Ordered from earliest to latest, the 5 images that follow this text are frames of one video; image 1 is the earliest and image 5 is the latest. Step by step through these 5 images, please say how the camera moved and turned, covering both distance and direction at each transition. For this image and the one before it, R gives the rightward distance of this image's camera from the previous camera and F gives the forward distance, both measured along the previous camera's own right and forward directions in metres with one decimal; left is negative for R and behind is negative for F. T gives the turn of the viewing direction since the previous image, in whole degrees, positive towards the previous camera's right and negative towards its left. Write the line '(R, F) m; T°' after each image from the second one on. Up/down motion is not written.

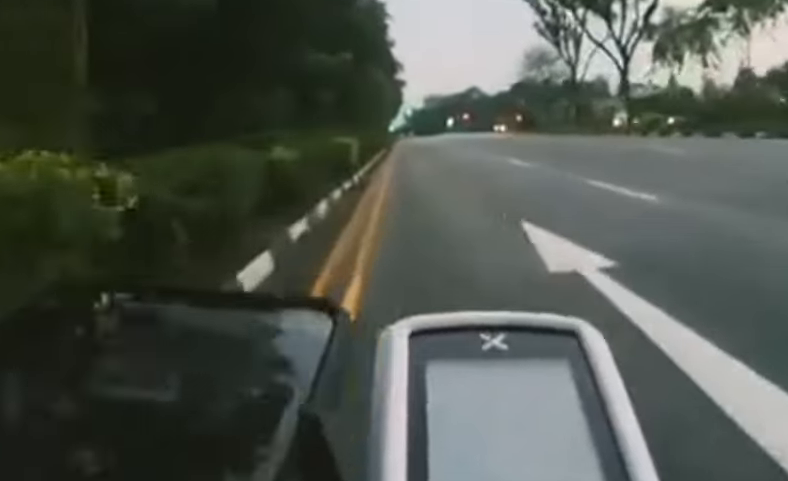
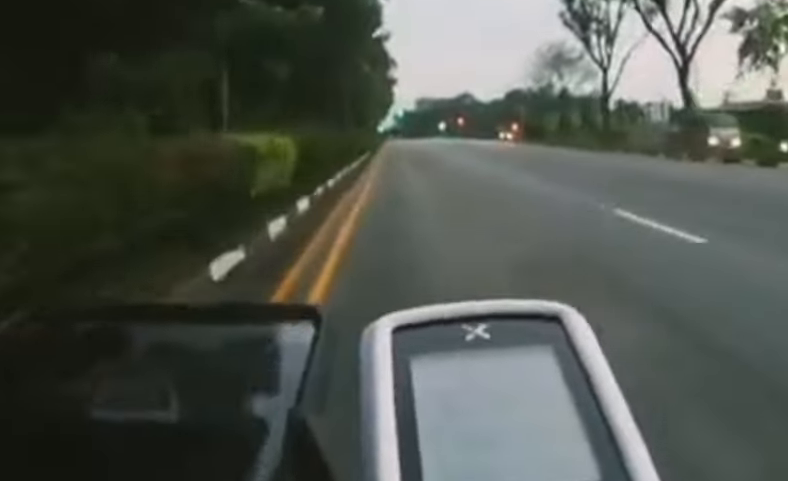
(-1.1, +5.7) m; -2°
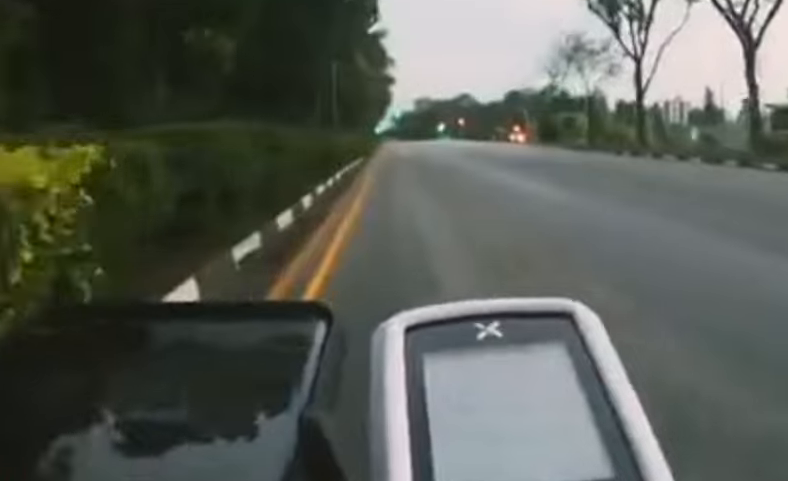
(+0.3, +4.2) m; 0°
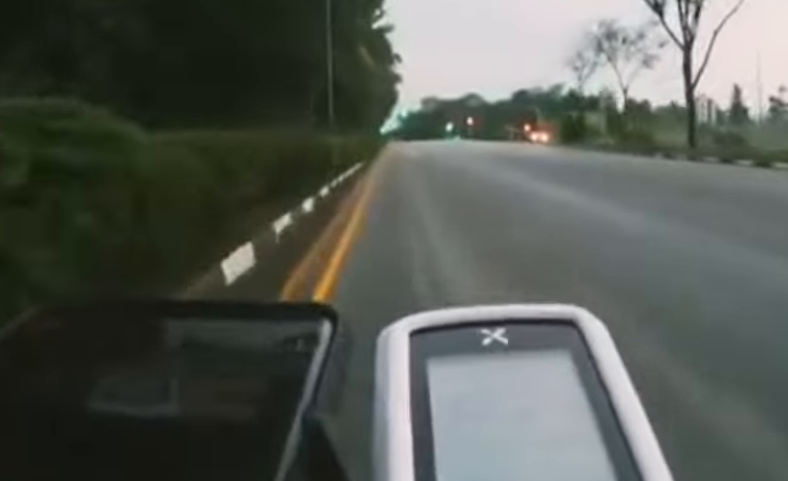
(+0.7, +3.4) m; 0°
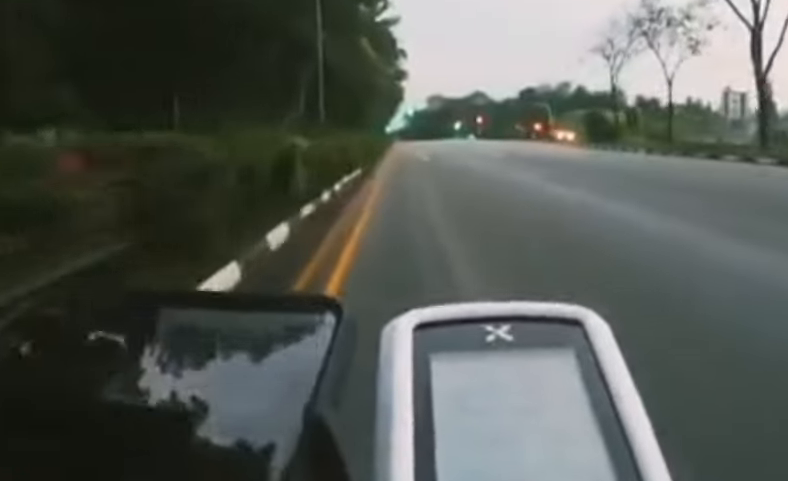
(-0.8, +3.9) m; 0°
